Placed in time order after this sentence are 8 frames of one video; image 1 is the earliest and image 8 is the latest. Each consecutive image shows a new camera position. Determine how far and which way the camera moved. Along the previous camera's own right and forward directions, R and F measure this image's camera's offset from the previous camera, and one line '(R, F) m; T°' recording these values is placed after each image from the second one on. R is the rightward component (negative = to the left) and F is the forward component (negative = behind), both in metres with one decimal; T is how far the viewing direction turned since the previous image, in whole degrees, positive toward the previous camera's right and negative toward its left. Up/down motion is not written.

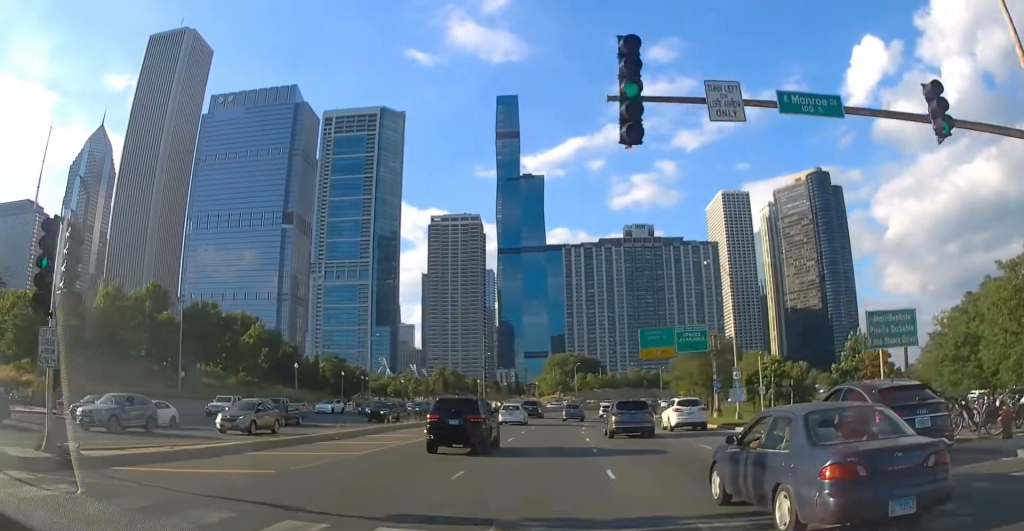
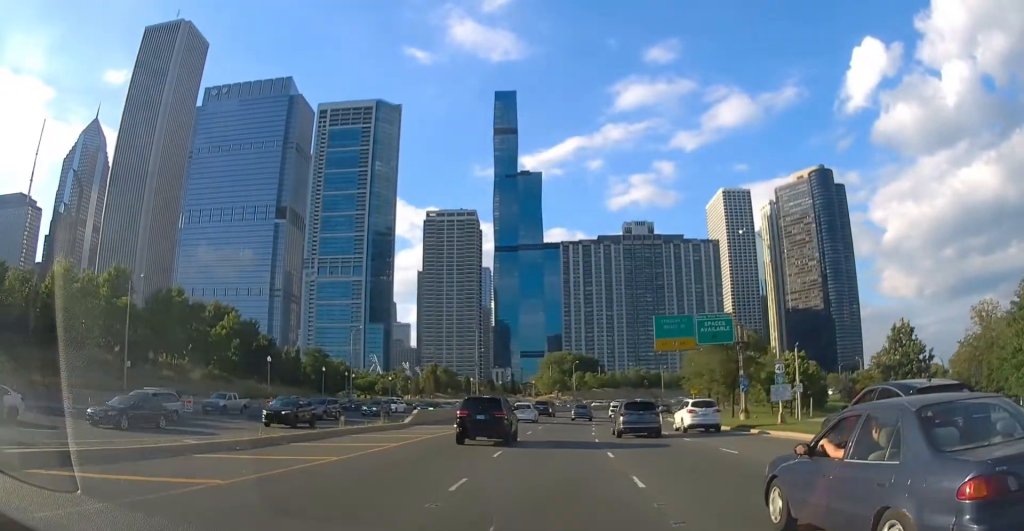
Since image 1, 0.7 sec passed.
(-0.3, +9.3) m; -1°
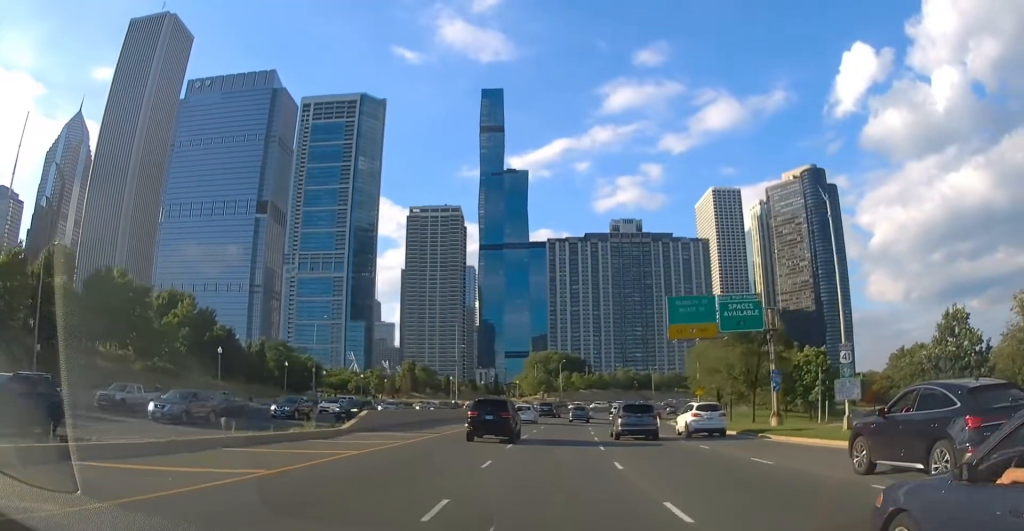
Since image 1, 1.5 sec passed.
(-0.1, +10.5) m; +2°
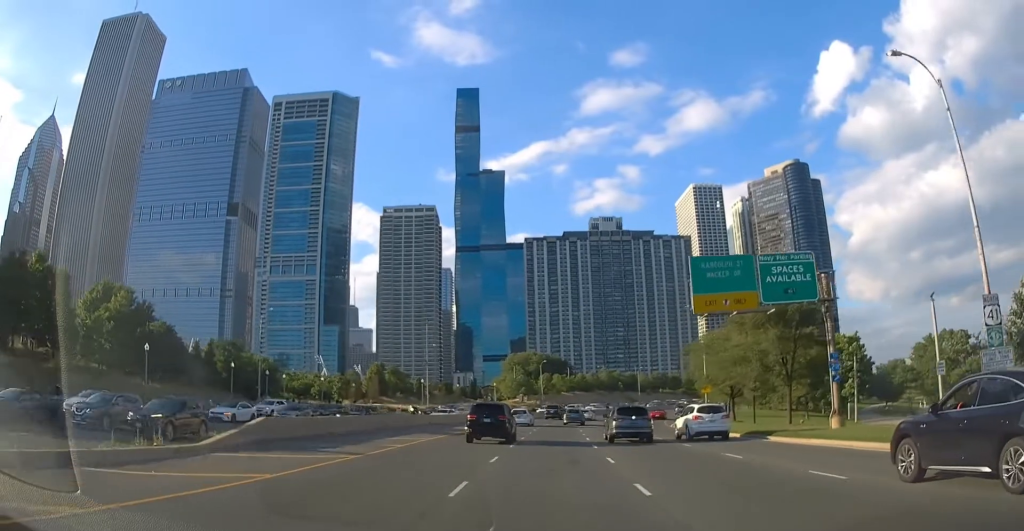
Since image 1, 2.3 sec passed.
(+0.3, +11.9) m; +4°
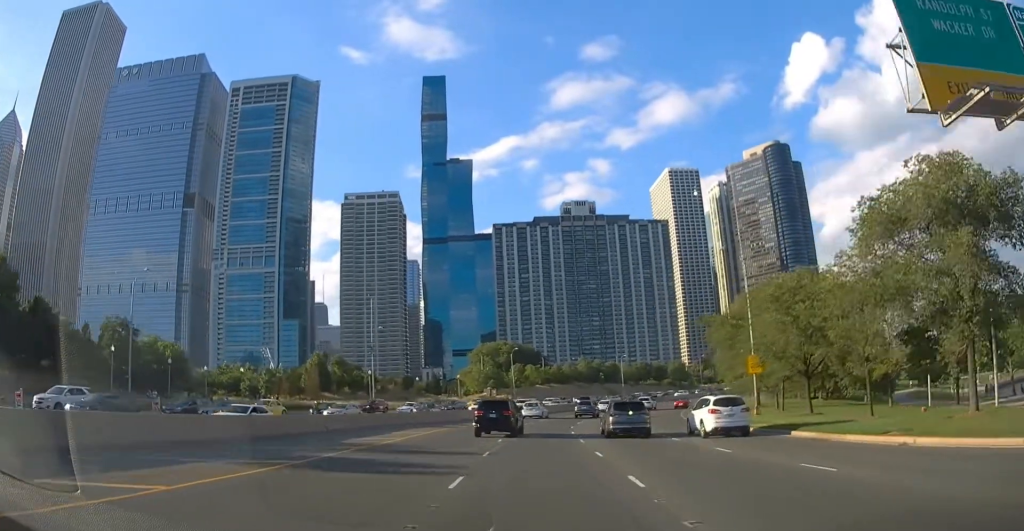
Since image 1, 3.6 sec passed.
(+0.8, +22.1) m; +2°
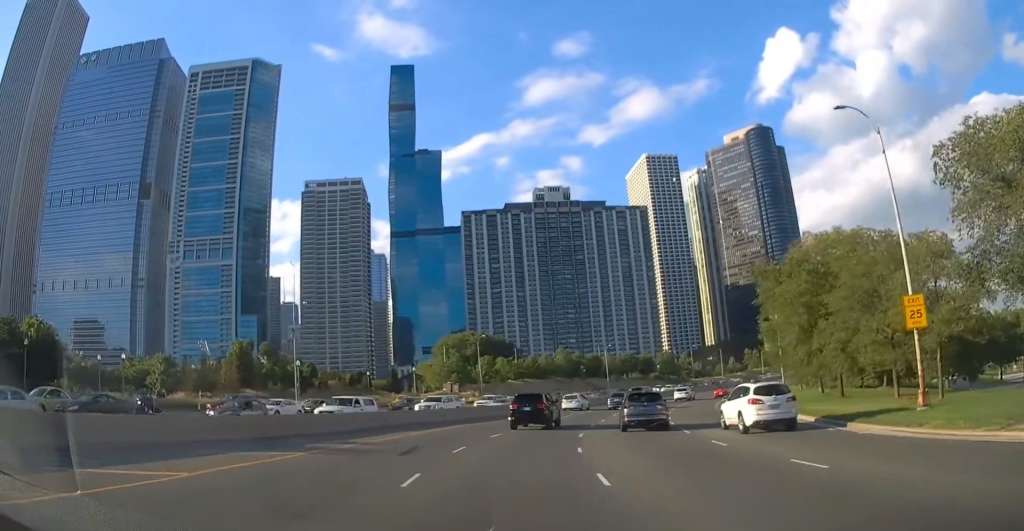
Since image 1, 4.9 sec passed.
(-0.1, +22.8) m; +1°
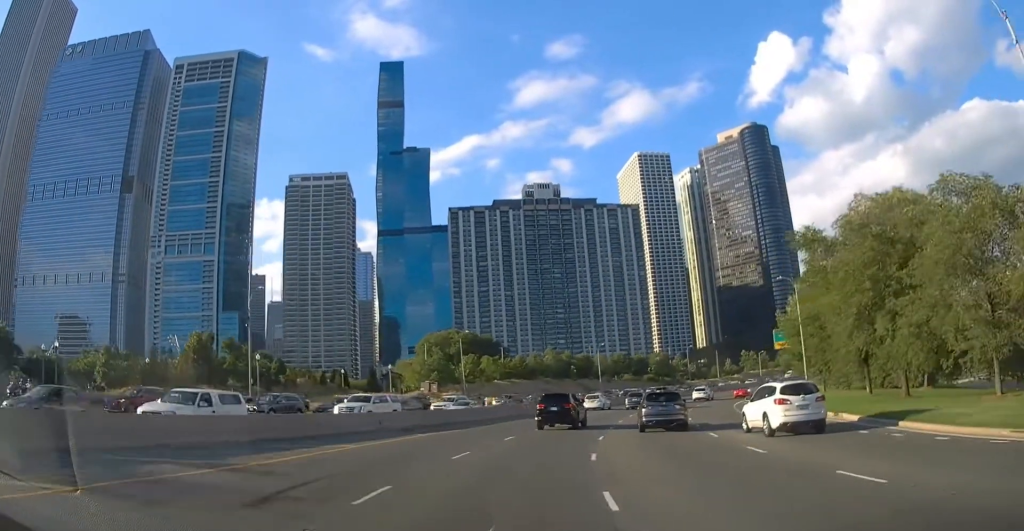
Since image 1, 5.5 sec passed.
(+0.1, +9.5) m; +2°
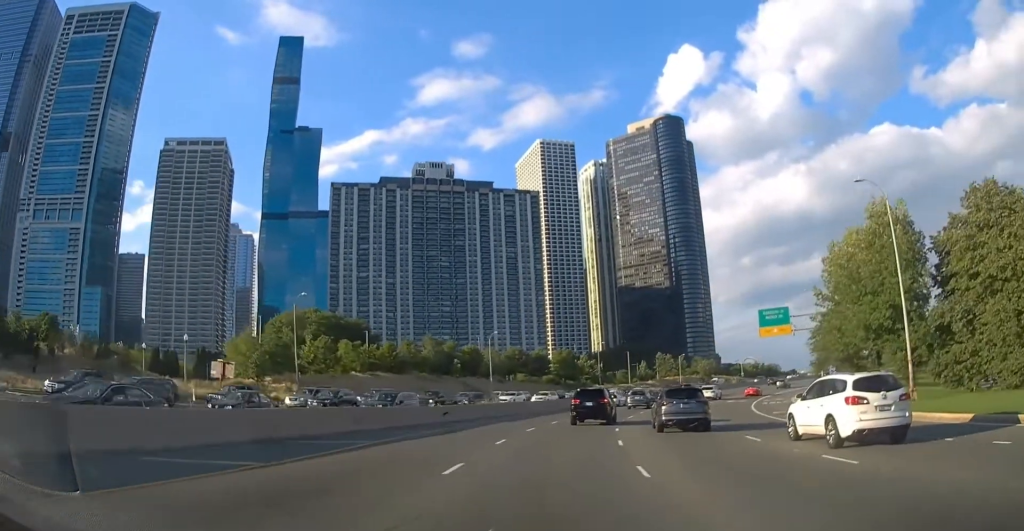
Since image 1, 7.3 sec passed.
(+3.4, +33.1) m; +9°
